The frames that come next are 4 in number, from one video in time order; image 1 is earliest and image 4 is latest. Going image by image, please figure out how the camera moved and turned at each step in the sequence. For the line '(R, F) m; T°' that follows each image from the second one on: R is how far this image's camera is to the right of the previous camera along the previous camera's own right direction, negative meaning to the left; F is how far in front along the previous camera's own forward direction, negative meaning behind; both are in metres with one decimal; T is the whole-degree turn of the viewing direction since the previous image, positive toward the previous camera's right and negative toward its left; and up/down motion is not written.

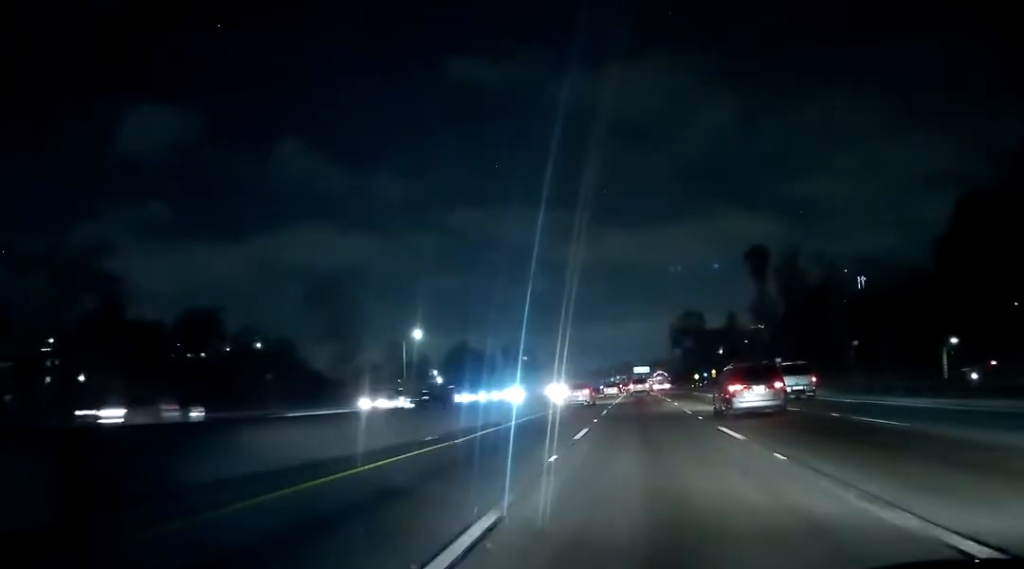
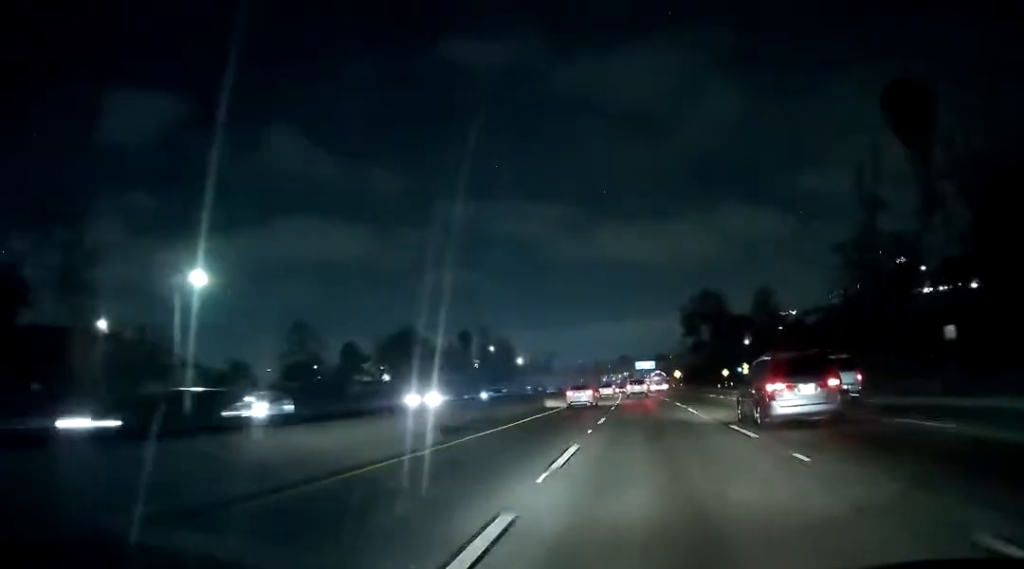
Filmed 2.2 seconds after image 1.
(-1.2, +60.1) m; -1°
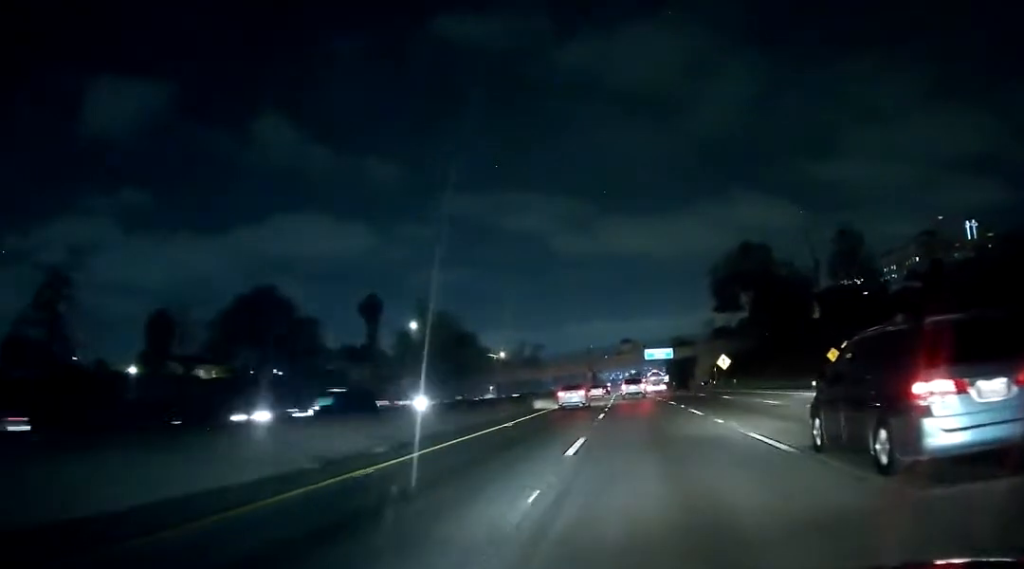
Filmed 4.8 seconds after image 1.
(+0.9, +71.5) m; 0°
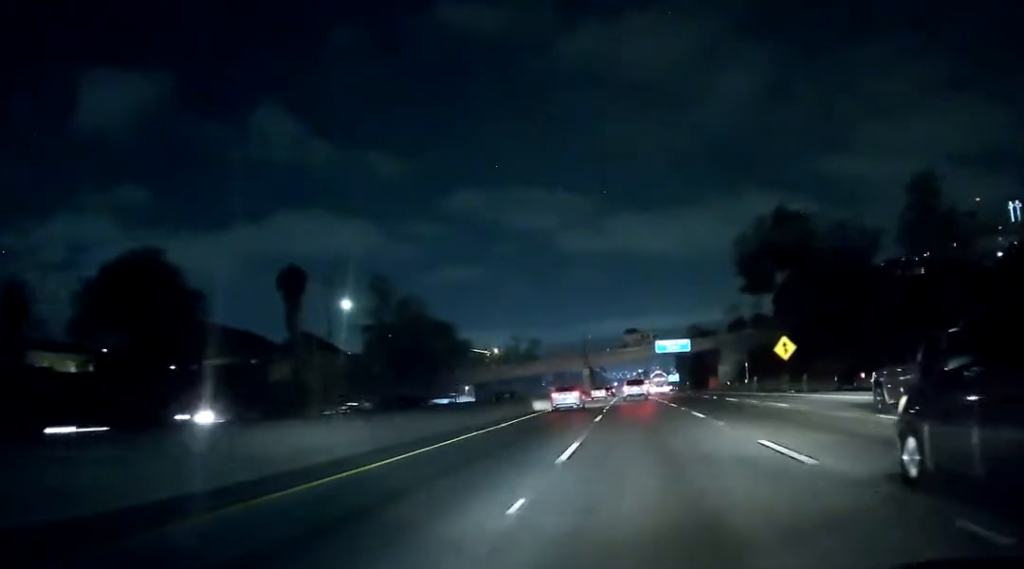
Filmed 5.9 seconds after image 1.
(-0.3, +30.8) m; 0°
